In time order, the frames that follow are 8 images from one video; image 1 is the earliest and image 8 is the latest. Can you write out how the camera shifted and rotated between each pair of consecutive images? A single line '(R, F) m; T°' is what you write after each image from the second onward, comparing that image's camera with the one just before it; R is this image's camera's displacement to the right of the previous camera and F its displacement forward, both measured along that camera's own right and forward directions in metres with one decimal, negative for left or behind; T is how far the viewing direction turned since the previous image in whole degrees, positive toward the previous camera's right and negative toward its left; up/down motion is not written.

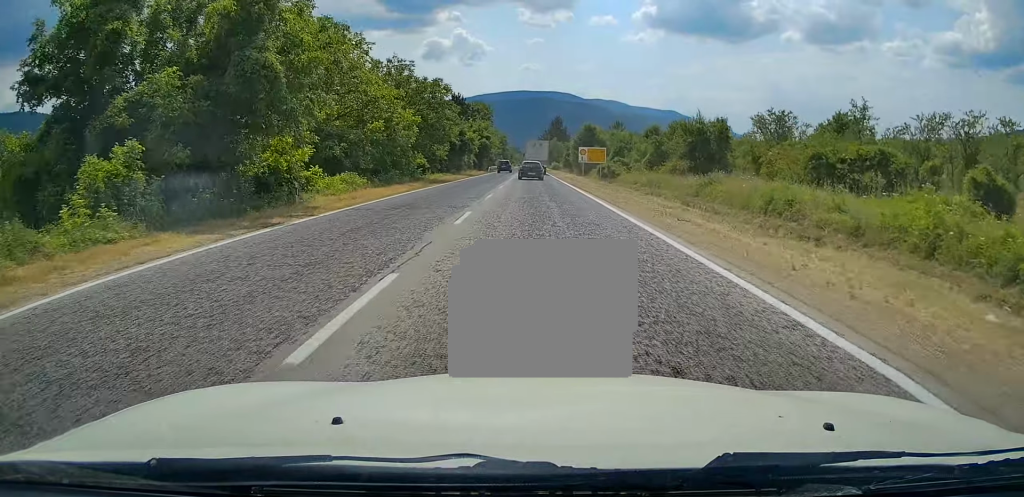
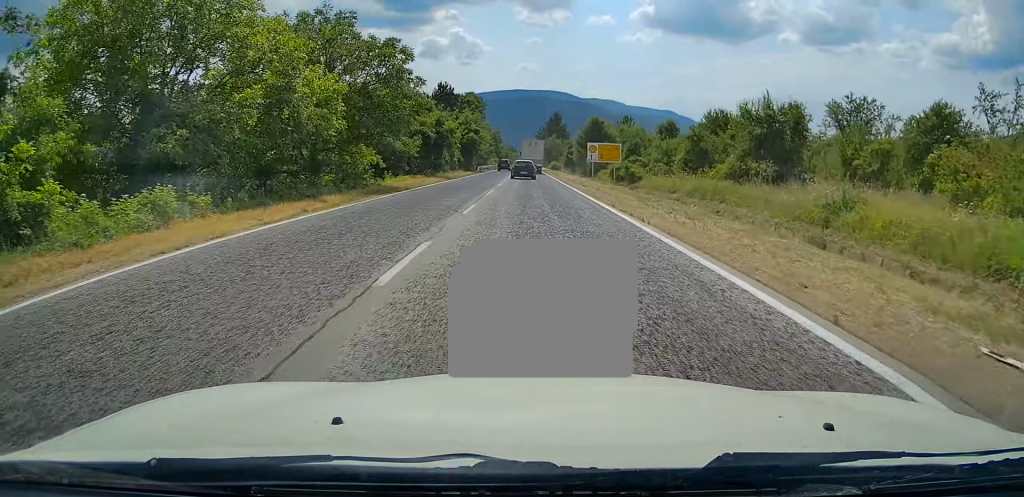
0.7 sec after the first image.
(+0.4, +15.4) m; 0°
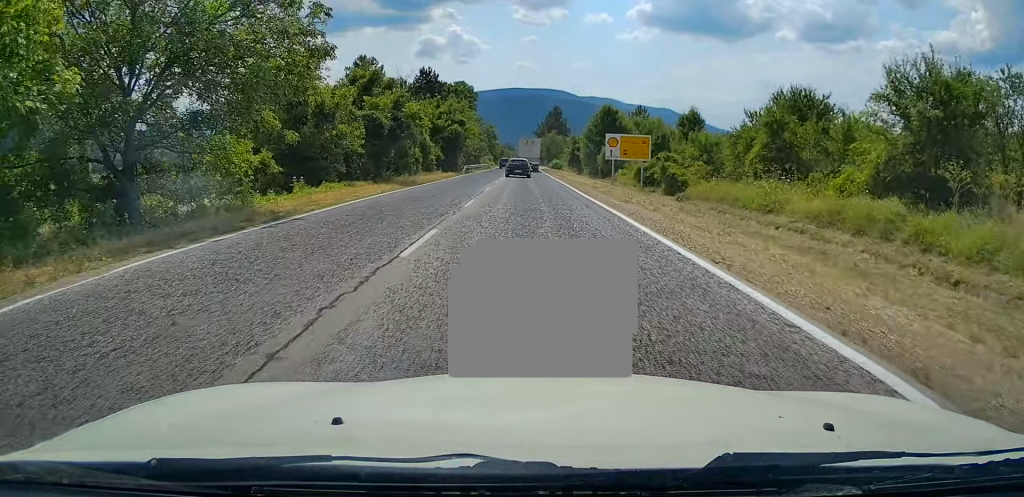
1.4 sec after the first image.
(+0.1, +16.3) m; 0°
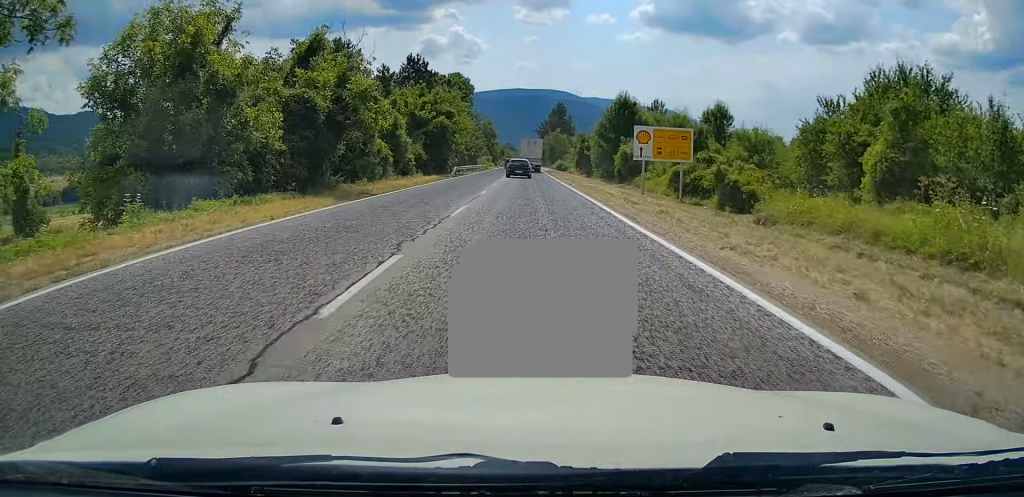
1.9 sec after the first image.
(-0.2, +11.6) m; 0°
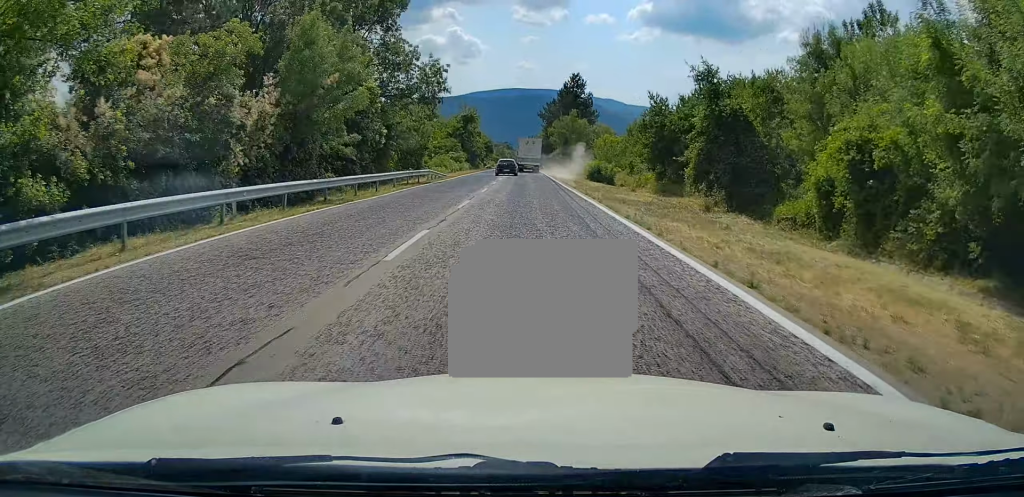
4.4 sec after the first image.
(+0.2, +59.7) m; 0°
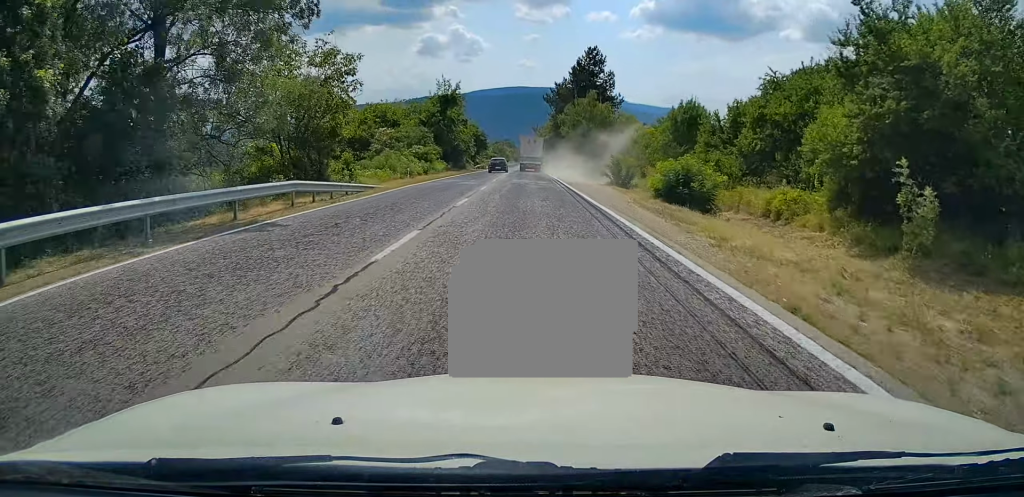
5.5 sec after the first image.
(-0.1, +27.0) m; 0°
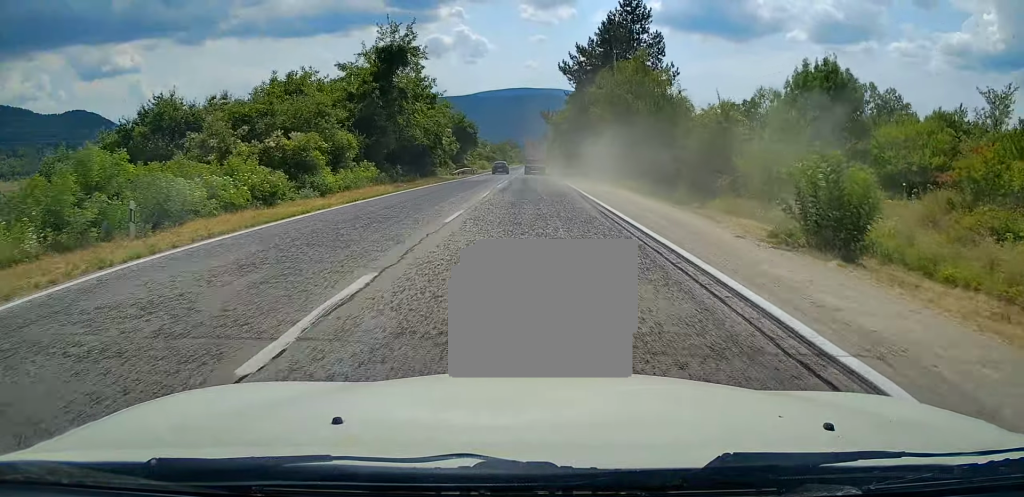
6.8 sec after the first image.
(+0.3, +31.0) m; 0°
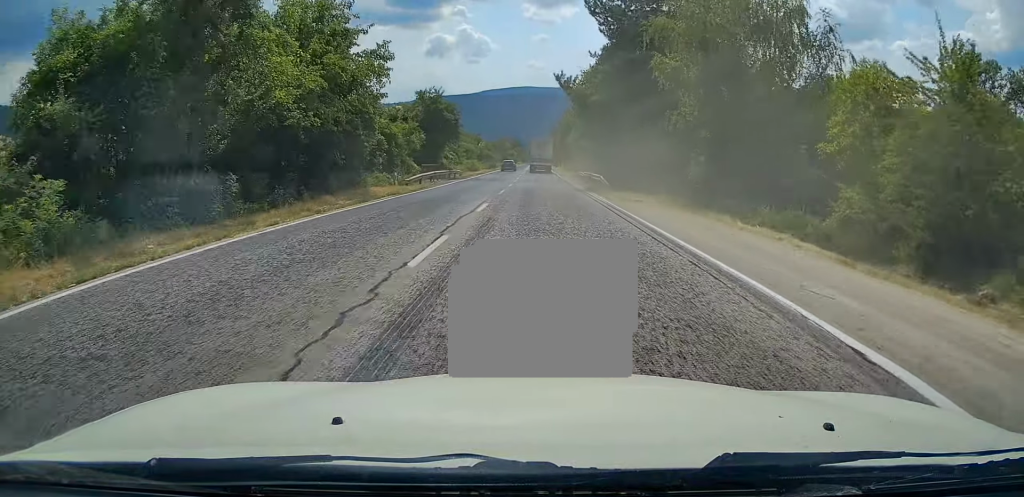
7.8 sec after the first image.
(-0.4, +23.7) m; -1°
